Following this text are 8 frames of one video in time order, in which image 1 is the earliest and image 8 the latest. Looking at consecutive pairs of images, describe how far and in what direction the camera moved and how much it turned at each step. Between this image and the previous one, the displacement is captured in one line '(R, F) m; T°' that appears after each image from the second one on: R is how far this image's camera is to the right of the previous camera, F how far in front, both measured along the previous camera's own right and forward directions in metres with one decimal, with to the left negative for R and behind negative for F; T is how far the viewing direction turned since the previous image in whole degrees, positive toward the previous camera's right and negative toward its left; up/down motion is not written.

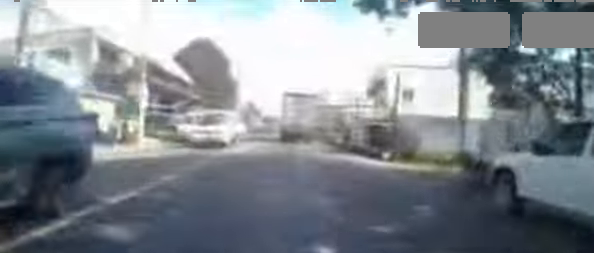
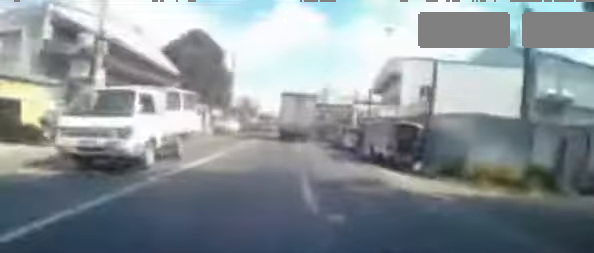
(-0.1, +4.8) m; -1°
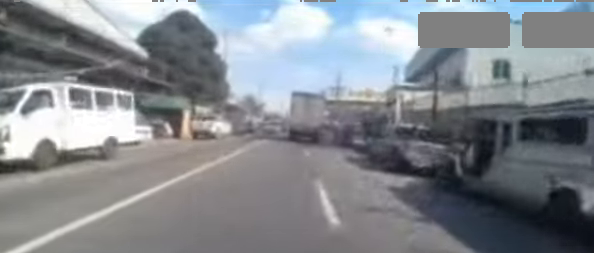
(-0.3, +9.3) m; 0°
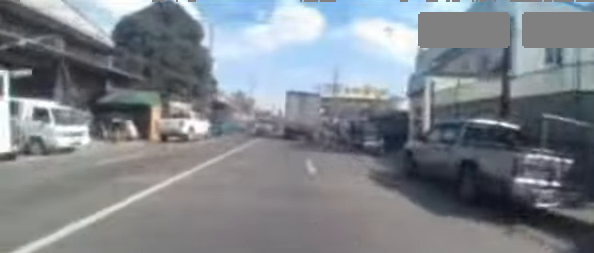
(+0.2, +4.8) m; 0°
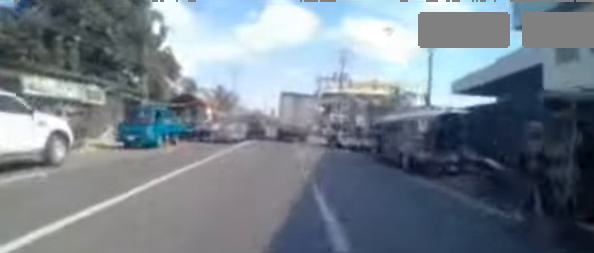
(-0.2, +13.9) m; +1°
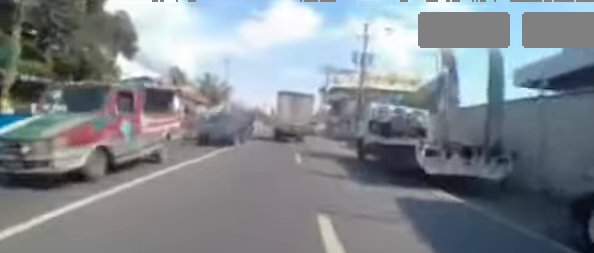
(+0.5, +11.0) m; +2°
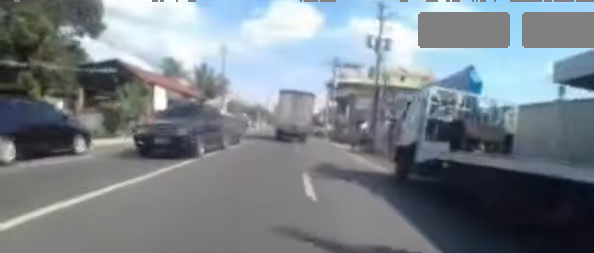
(0.0, +4.9) m; 0°
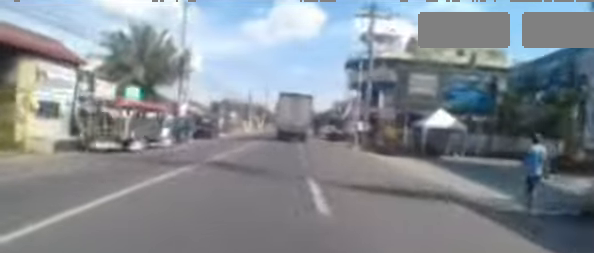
(+0.1, +19.7) m; -2°
